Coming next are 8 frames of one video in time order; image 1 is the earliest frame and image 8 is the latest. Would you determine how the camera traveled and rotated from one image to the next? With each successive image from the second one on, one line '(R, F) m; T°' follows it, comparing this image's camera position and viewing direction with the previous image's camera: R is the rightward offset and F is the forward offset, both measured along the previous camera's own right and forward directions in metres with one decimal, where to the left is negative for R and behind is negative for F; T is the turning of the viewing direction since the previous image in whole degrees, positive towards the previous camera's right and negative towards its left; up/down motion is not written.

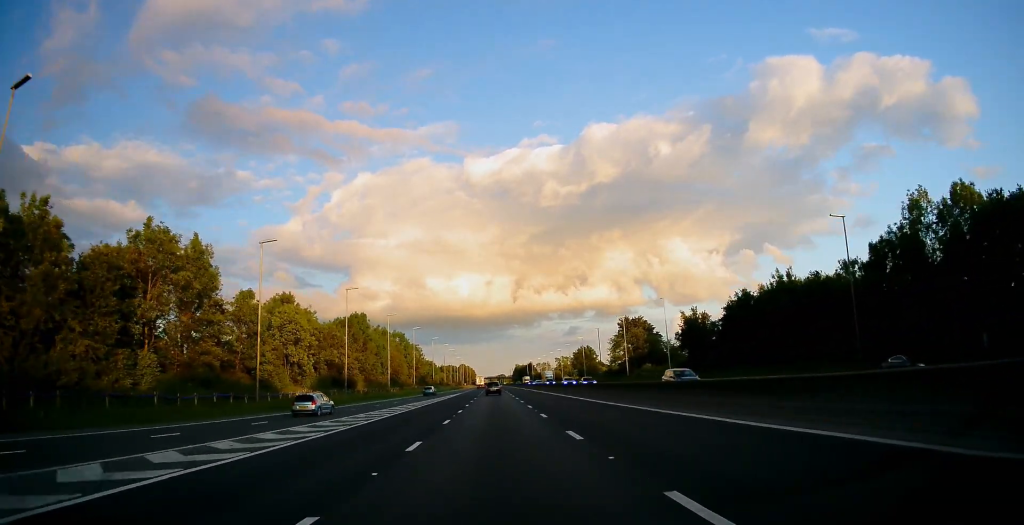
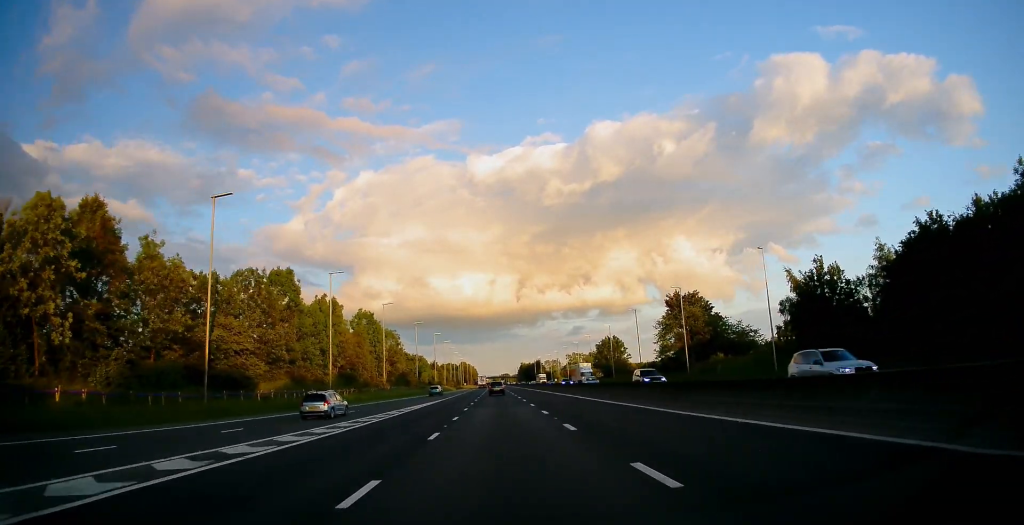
(-0.2, +42.5) m; 0°
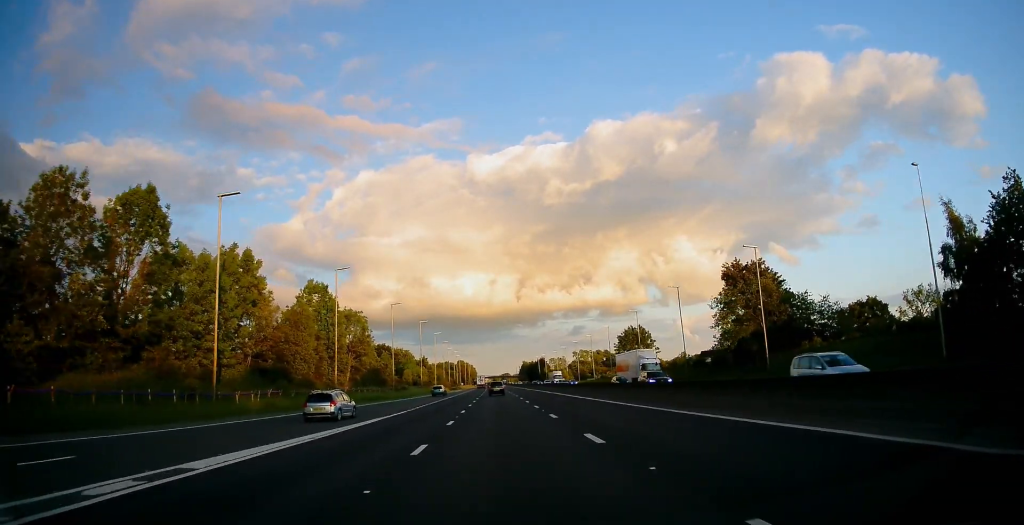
(+0.1, +30.9) m; -1°
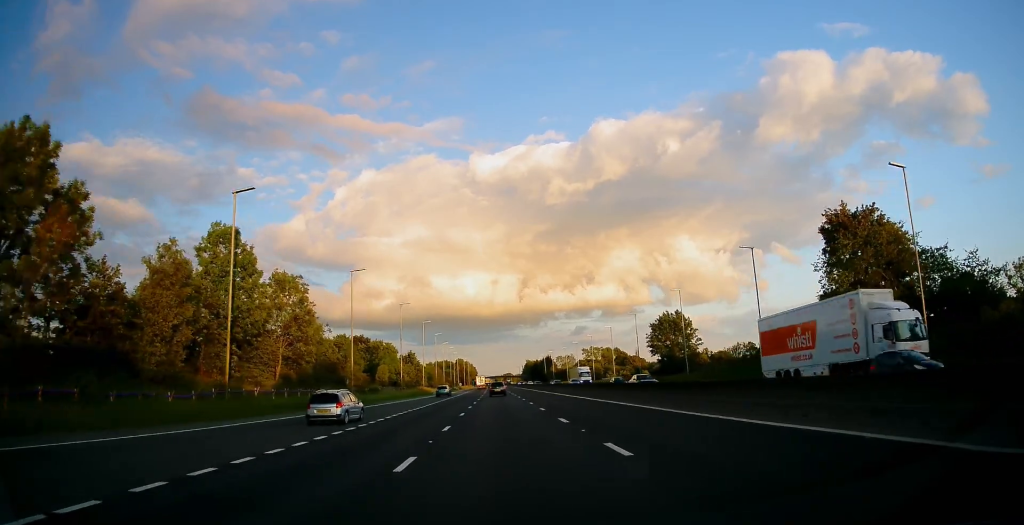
(-0.3, +28.8) m; 0°
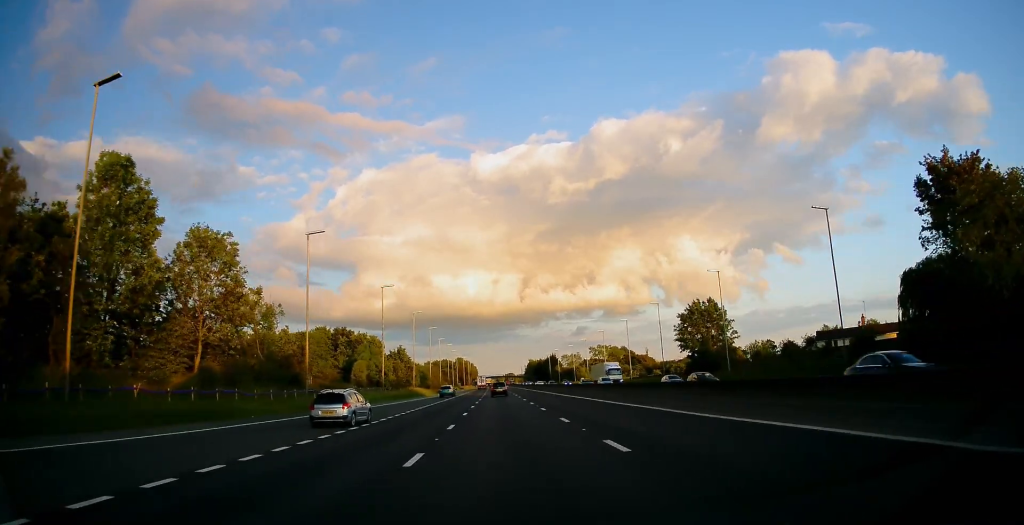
(0.0, +17.4) m; 0°
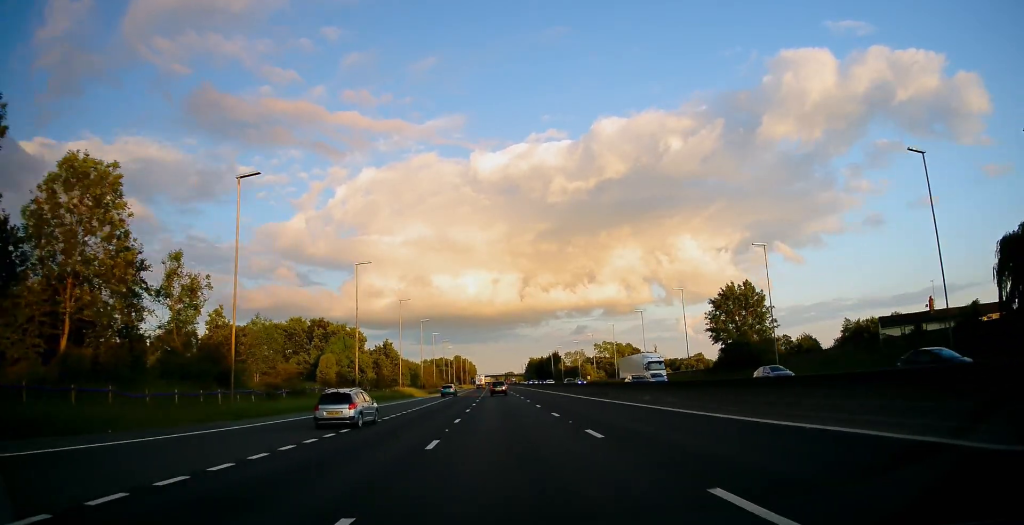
(+0.2, +15.7) m; 0°
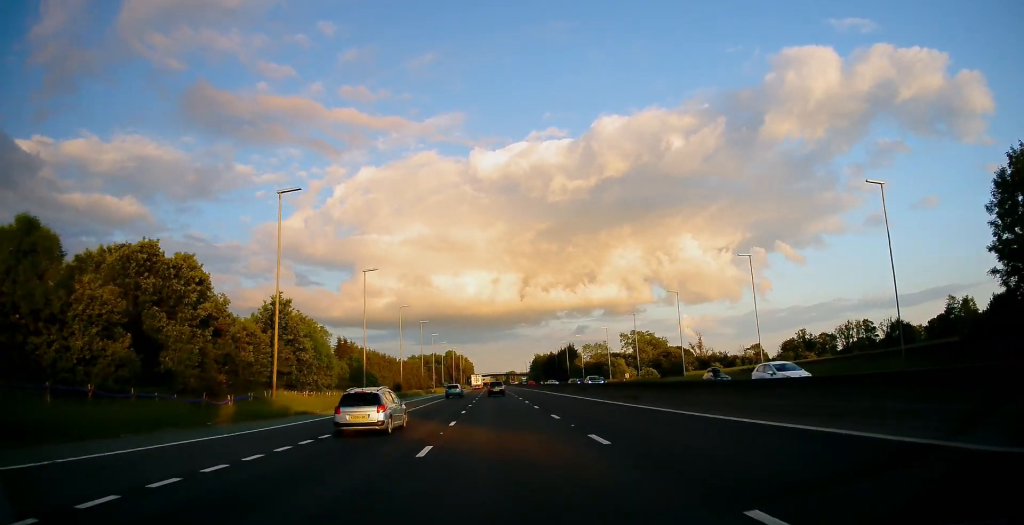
(0.0, +55.2) m; 0°
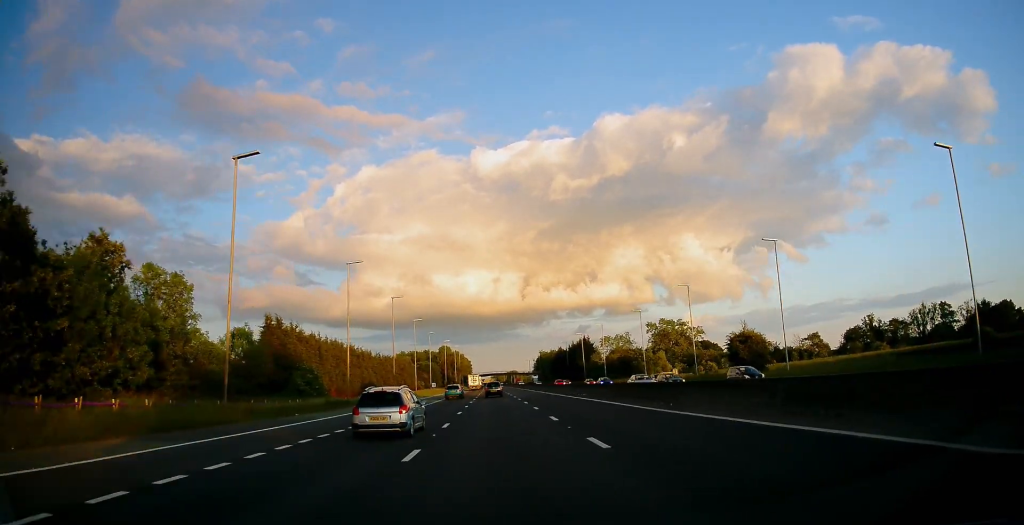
(-0.2, +36.9) m; -1°
